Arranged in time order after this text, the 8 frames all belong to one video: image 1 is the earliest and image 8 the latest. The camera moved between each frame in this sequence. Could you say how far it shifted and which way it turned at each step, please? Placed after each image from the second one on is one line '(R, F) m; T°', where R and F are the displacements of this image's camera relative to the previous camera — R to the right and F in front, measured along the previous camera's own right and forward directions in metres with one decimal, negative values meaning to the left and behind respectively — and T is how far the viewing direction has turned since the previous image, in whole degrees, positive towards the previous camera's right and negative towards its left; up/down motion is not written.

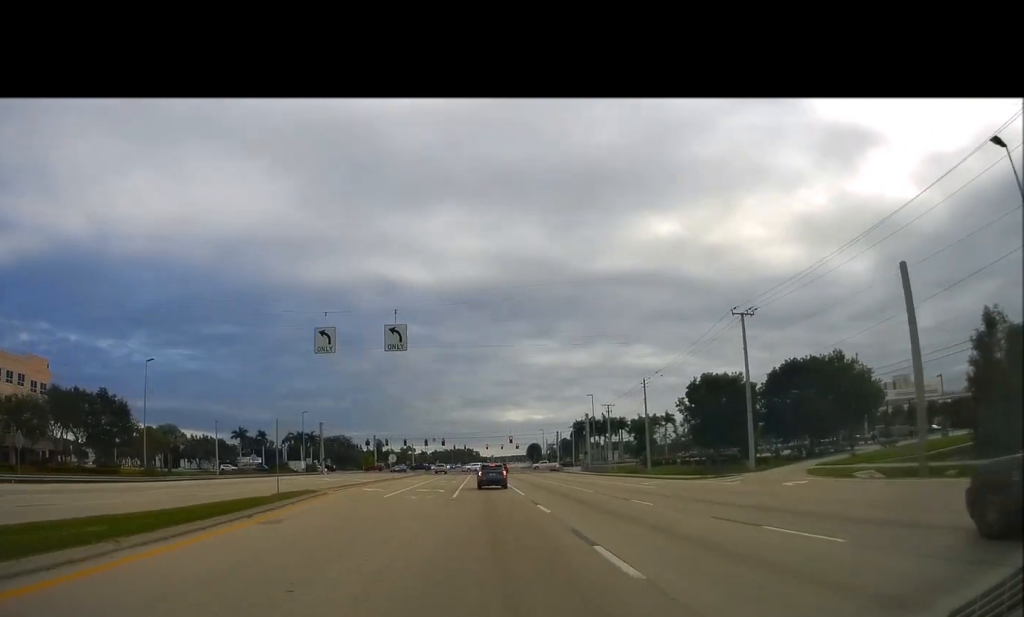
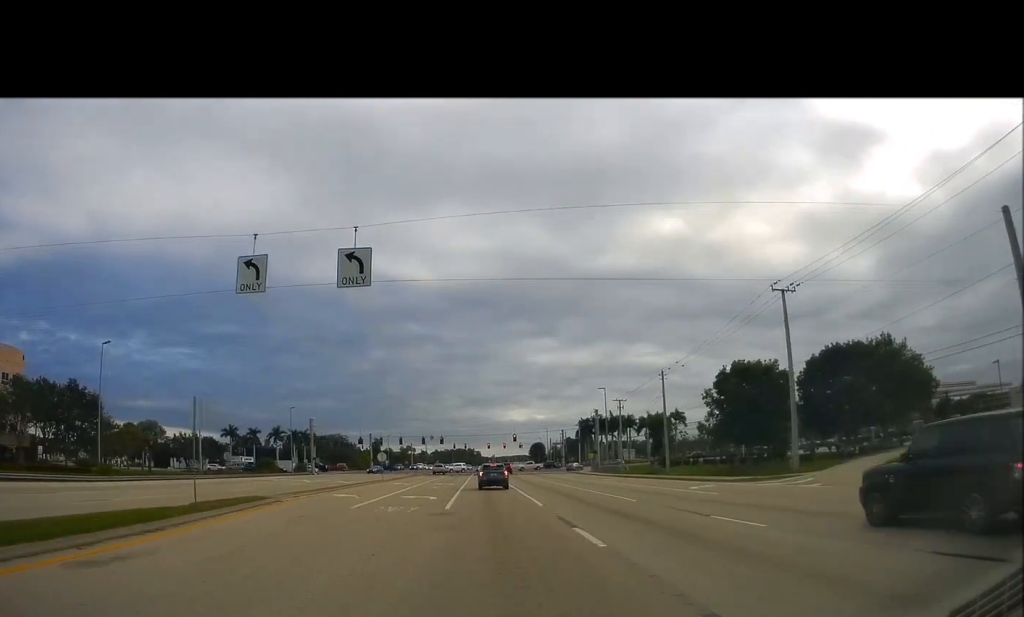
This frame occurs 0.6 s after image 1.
(+0.1, +9.6) m; 0°
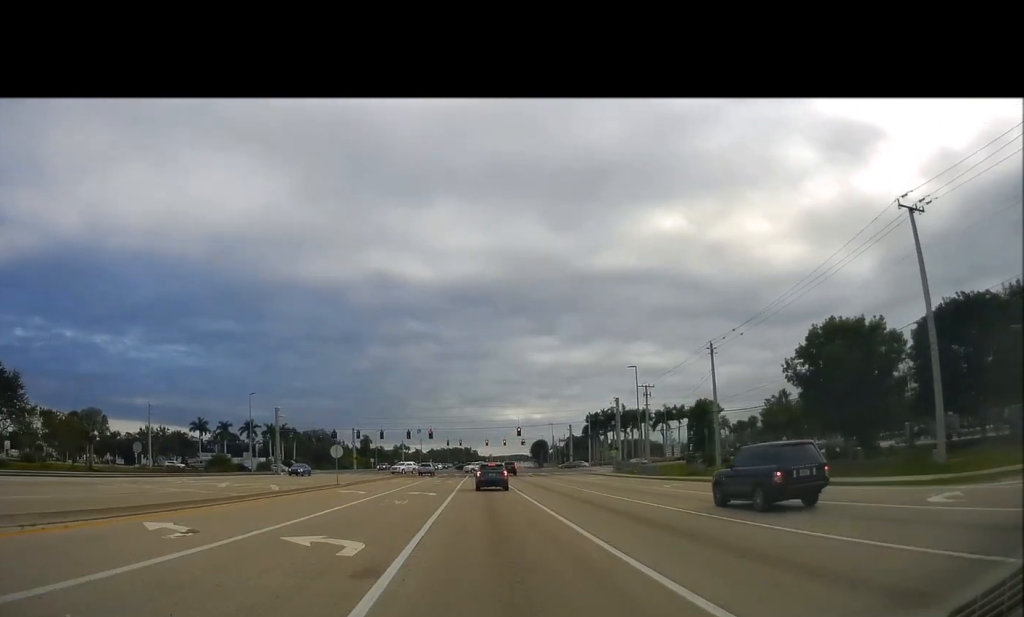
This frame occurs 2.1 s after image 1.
(-0.3, +20.8) m; +1°
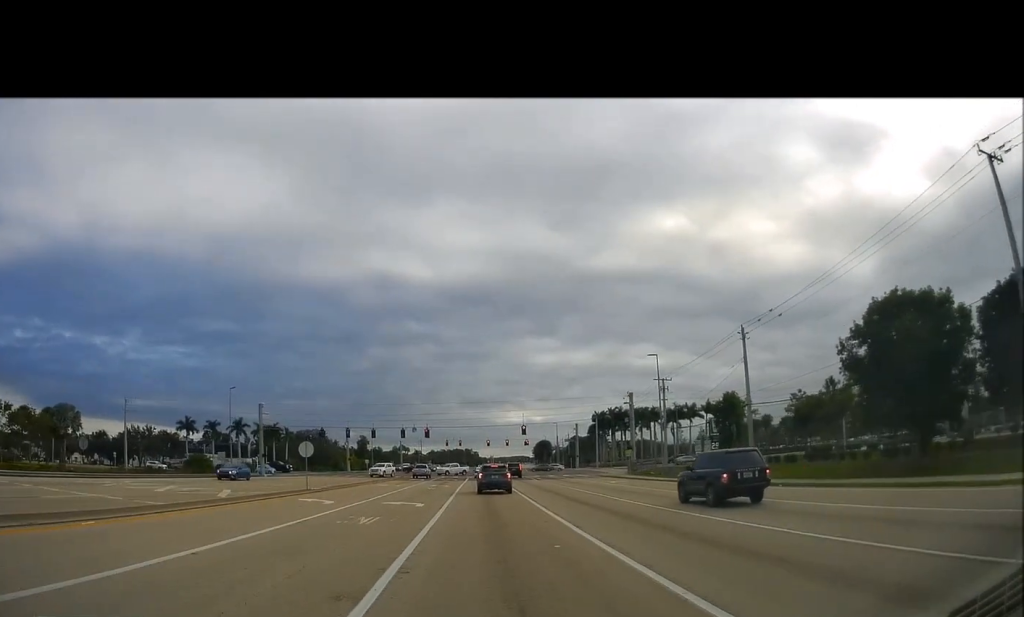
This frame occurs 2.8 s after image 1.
(+0.1, +8.8) m; -1°
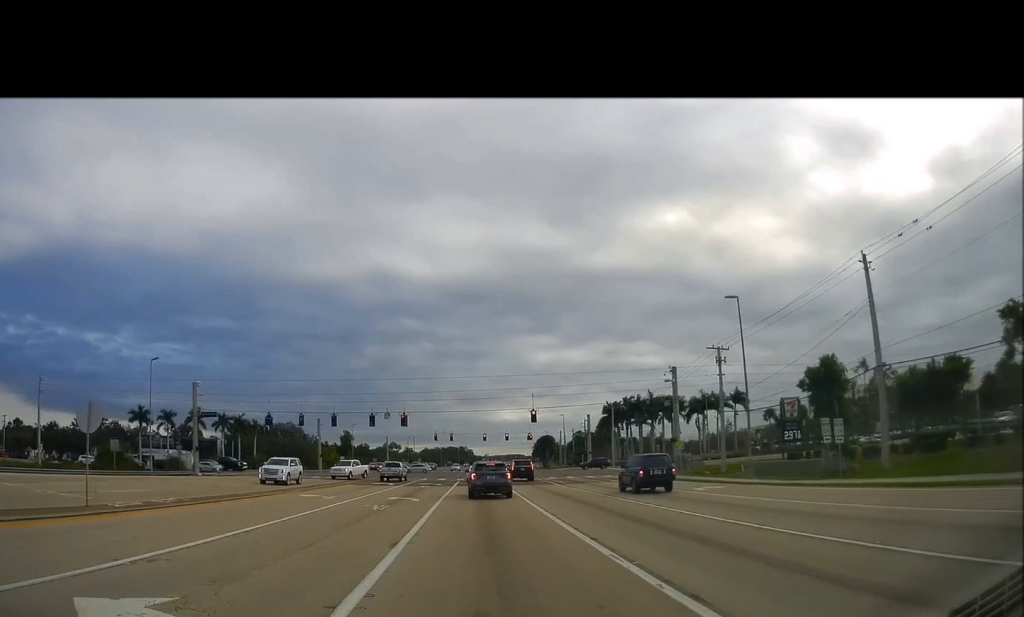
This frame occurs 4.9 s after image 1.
(-0.4, +22.9) m; +1°
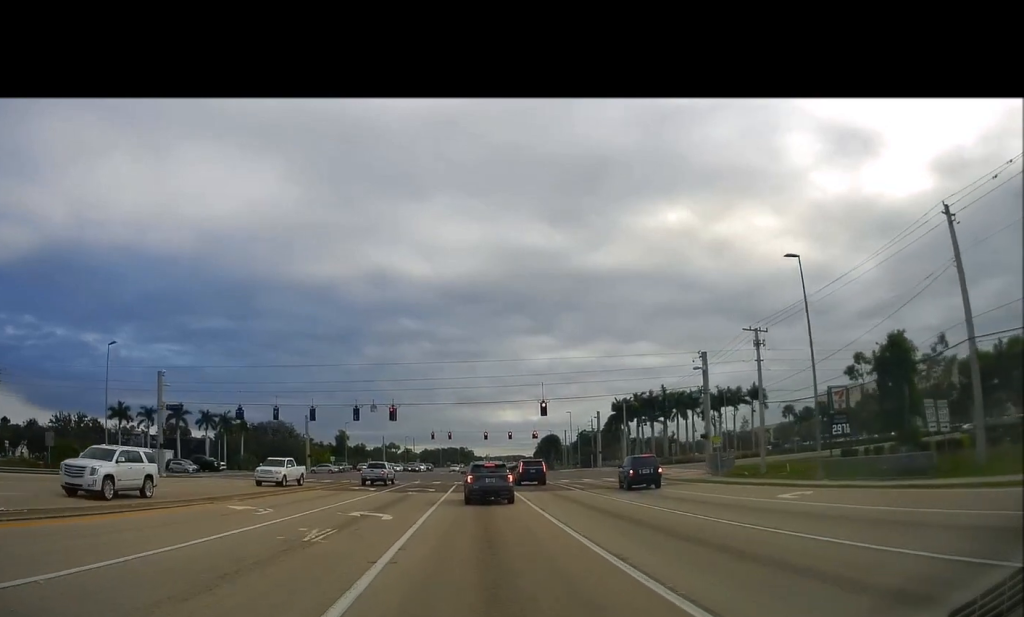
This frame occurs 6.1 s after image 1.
(+0.1, +9.7) m; -2°
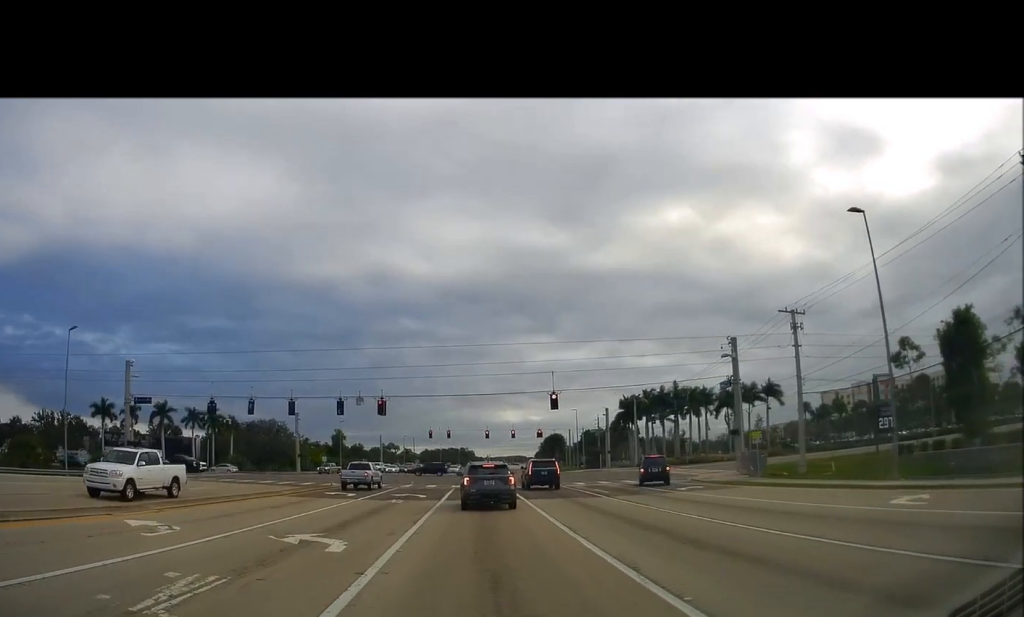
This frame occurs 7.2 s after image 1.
(-0.2, +8.0) m; +1°
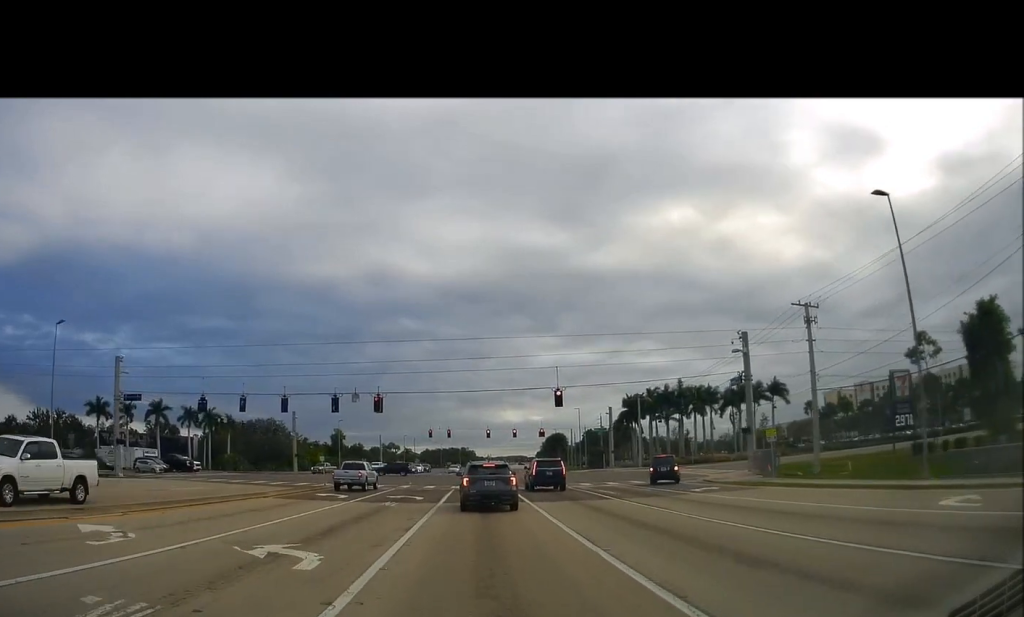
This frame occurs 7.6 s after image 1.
(0.0, +2.6) m; +1°
